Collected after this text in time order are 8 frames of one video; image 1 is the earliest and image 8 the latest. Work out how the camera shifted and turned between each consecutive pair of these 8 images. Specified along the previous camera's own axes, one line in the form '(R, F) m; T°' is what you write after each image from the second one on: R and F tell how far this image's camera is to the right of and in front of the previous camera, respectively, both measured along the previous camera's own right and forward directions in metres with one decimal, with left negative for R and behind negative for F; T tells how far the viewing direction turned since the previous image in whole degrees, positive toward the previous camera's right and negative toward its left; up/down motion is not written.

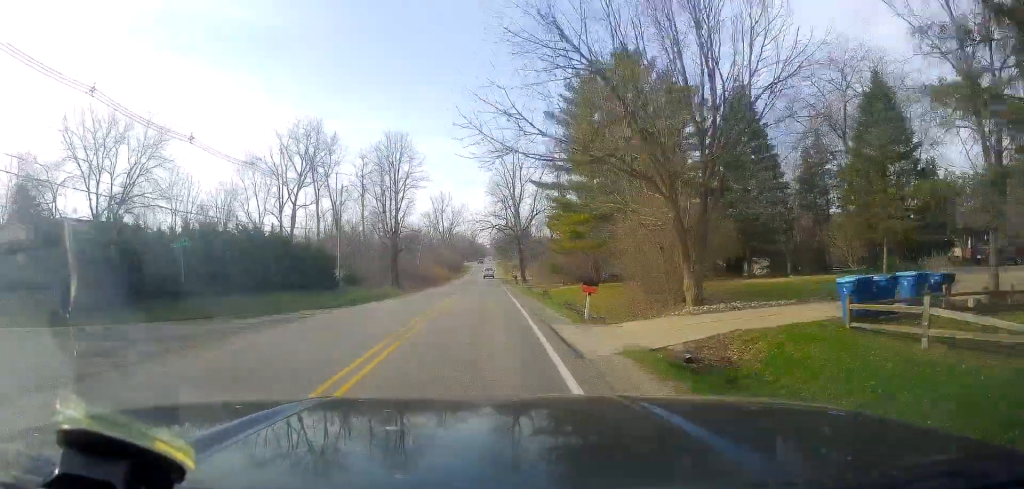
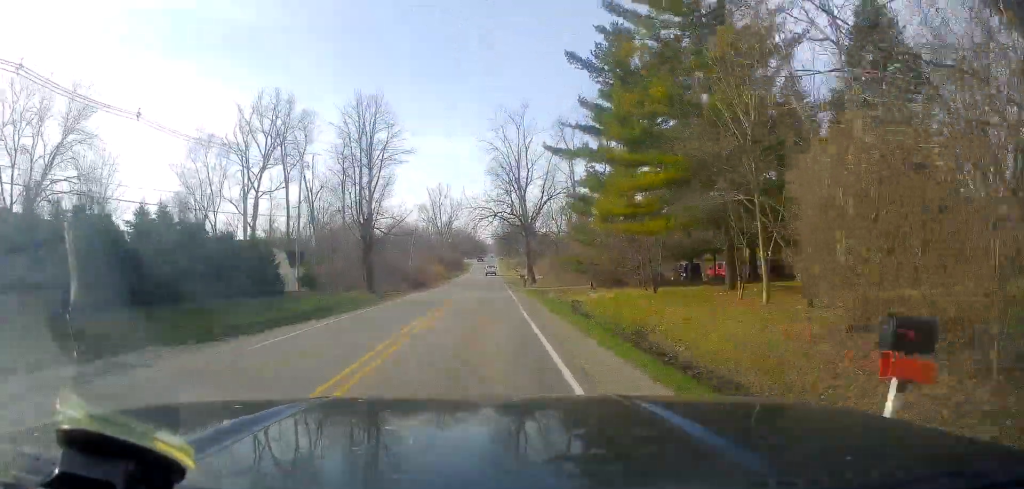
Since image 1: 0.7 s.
(0.0, +15.0) m; -1°
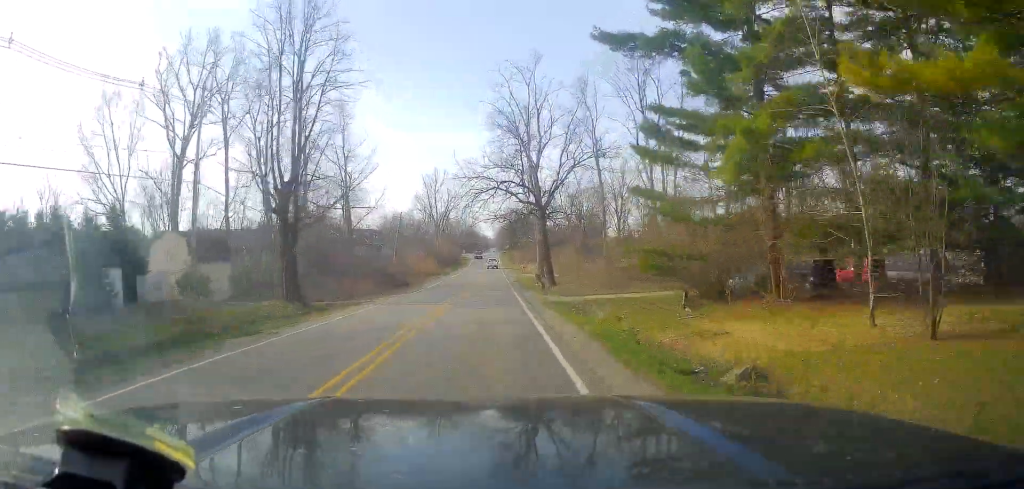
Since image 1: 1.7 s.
(-0.2, +19.8) m; -2°
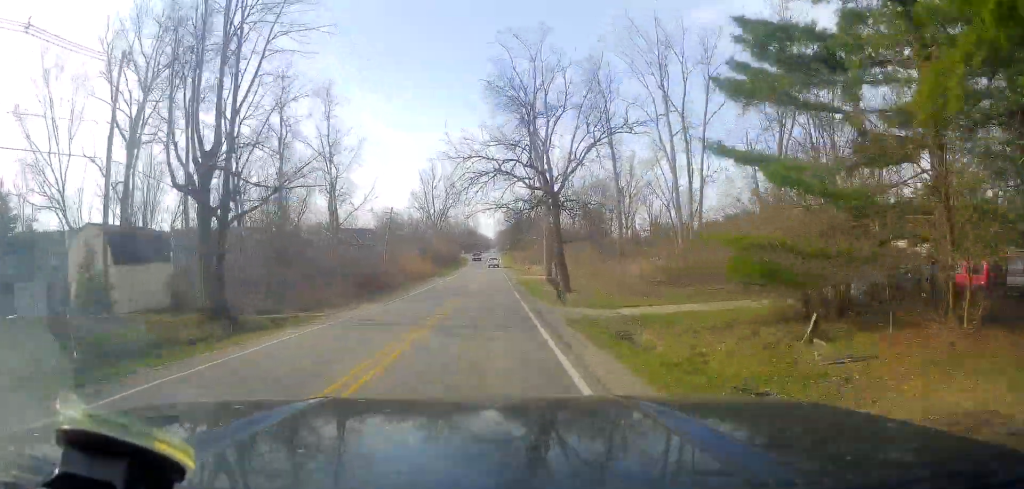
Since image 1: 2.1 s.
(-0.4, +8.9) m; 0°
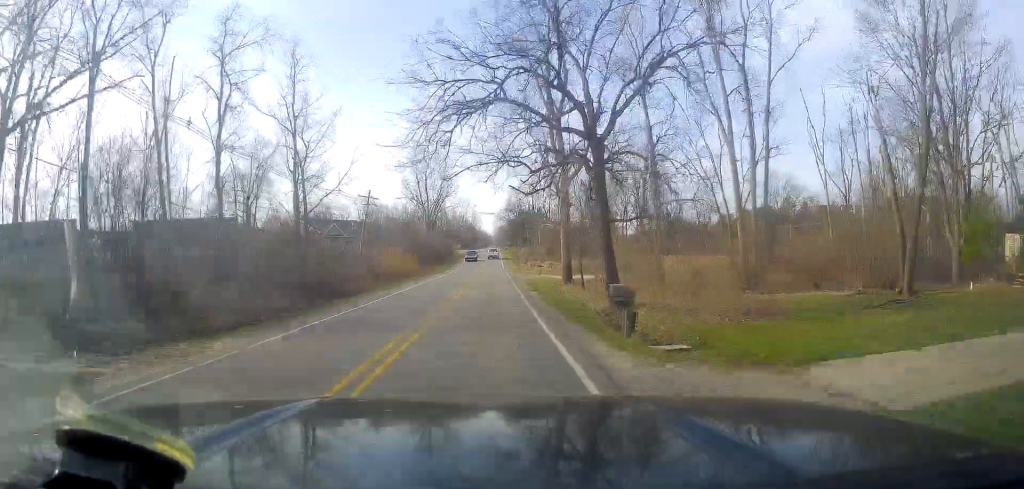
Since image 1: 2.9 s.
(+0.1, +15.1) m; +1°
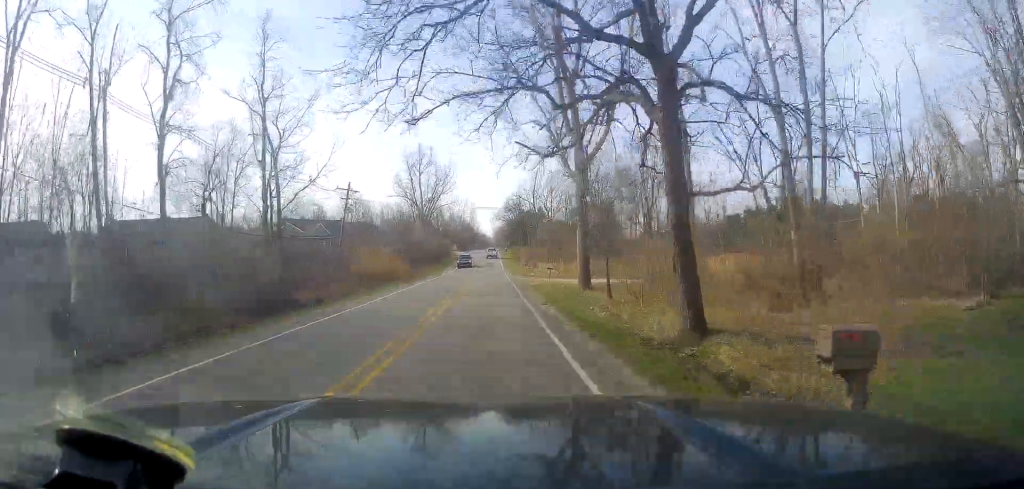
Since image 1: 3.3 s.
(+0.2, +8.9) m; +1°
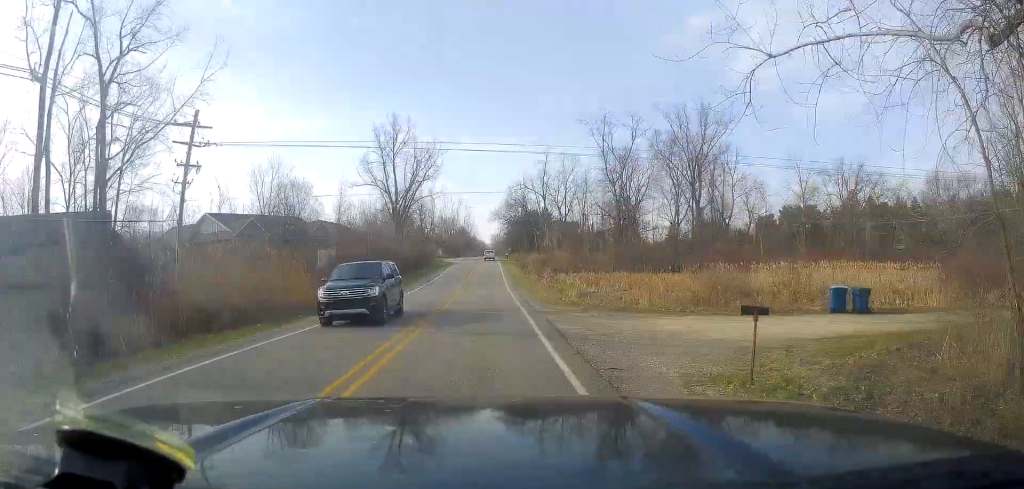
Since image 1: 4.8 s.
(-0.4, +31.9) m; -2°
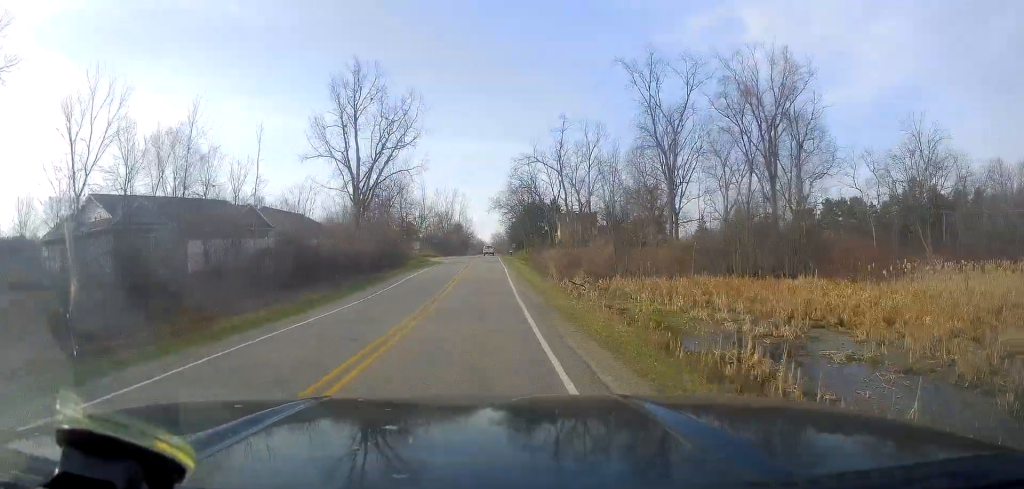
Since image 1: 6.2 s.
(0.0, +28.0) m; +1°
